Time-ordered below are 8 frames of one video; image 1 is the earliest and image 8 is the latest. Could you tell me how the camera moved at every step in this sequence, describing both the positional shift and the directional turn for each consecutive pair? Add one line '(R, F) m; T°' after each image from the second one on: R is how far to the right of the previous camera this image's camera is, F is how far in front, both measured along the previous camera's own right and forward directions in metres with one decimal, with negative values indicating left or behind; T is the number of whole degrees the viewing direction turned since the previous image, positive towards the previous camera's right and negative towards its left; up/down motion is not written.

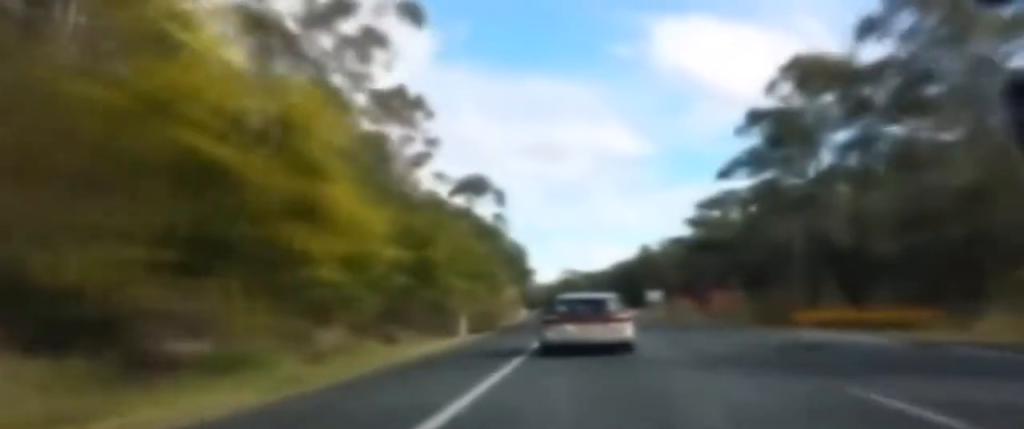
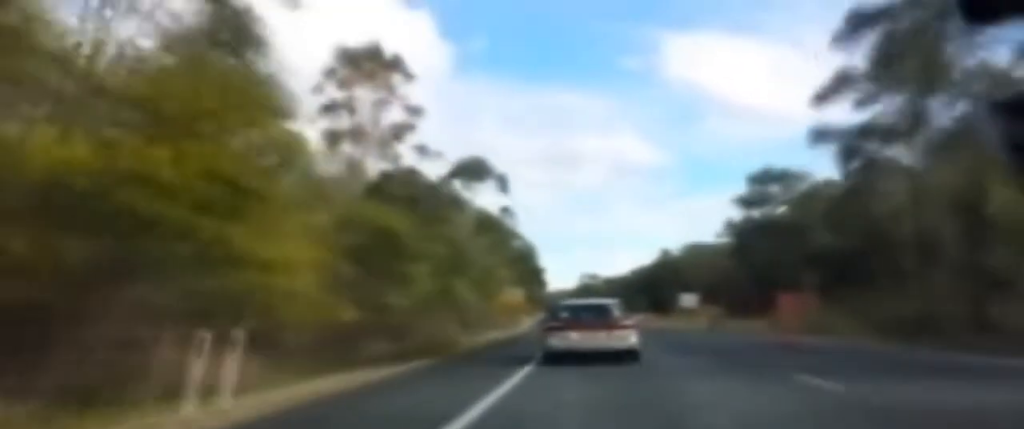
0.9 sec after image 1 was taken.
(-0.3, +19.6) m; 0°
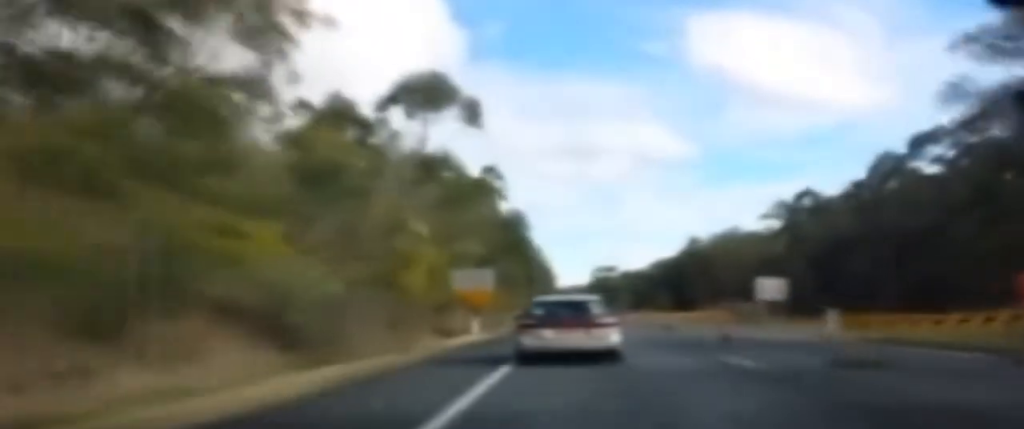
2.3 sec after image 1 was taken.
(+0.4, +31.5) m; +1°
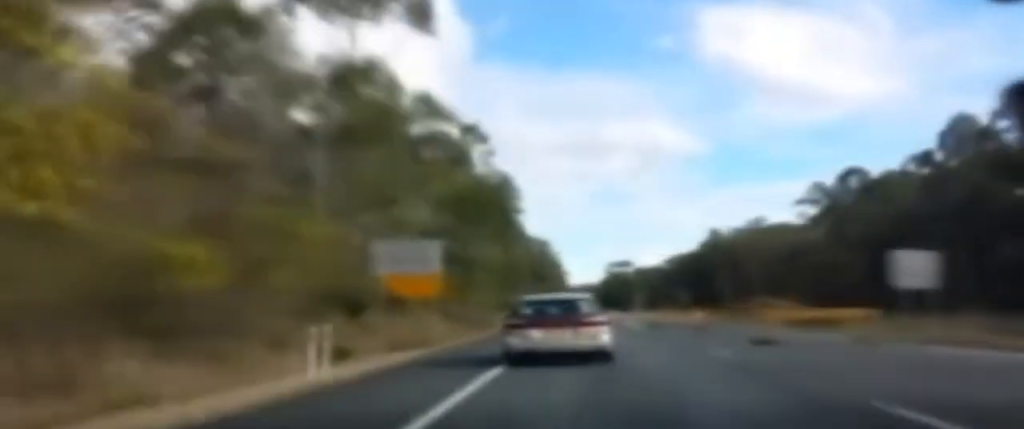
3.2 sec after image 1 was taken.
(+0.2, +21.0) m; -1°
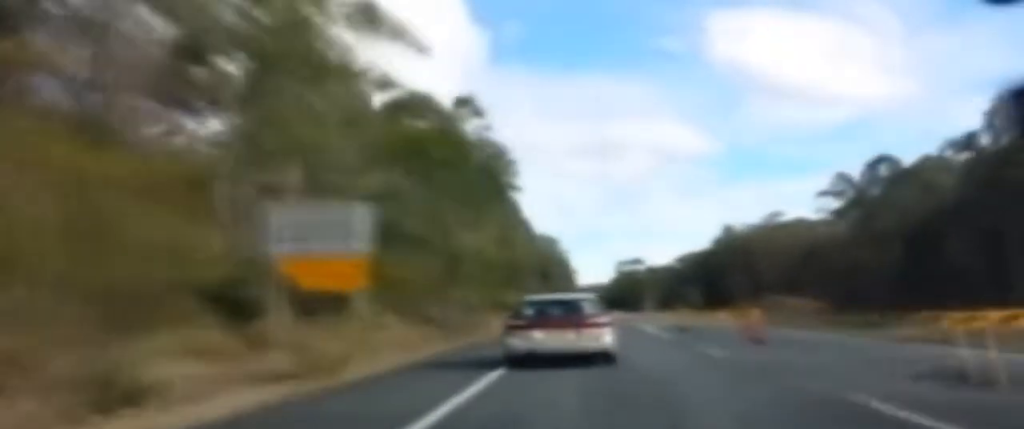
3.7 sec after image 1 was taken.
(+0.1, +11.3) m; -1°
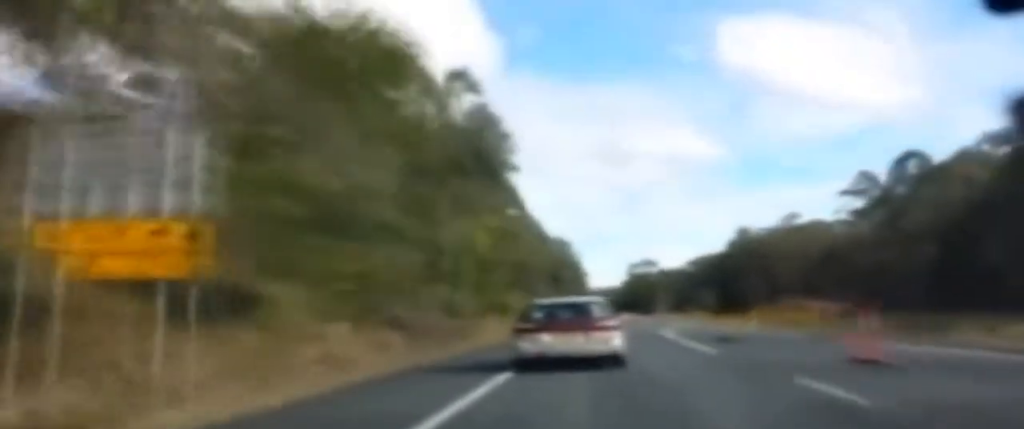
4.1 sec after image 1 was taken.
(-0.2, +9.0) m; -1°
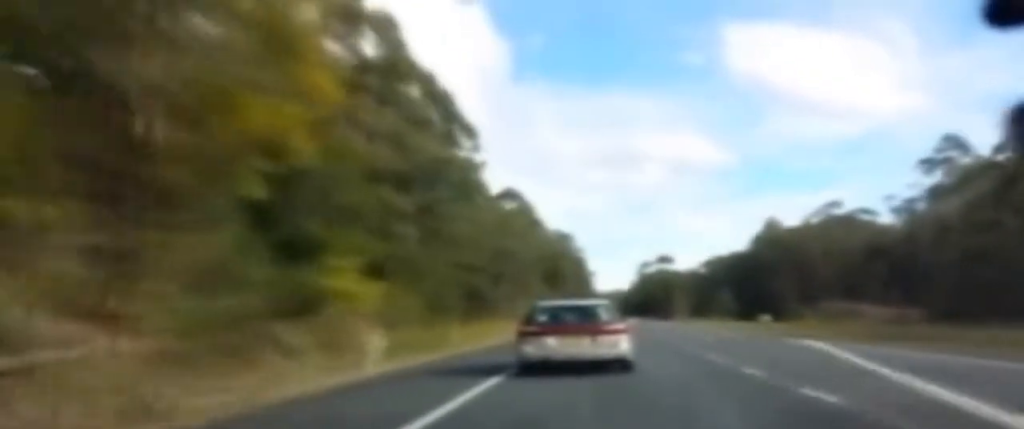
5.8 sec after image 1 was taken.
(-1.1, +37.2) m; -2°
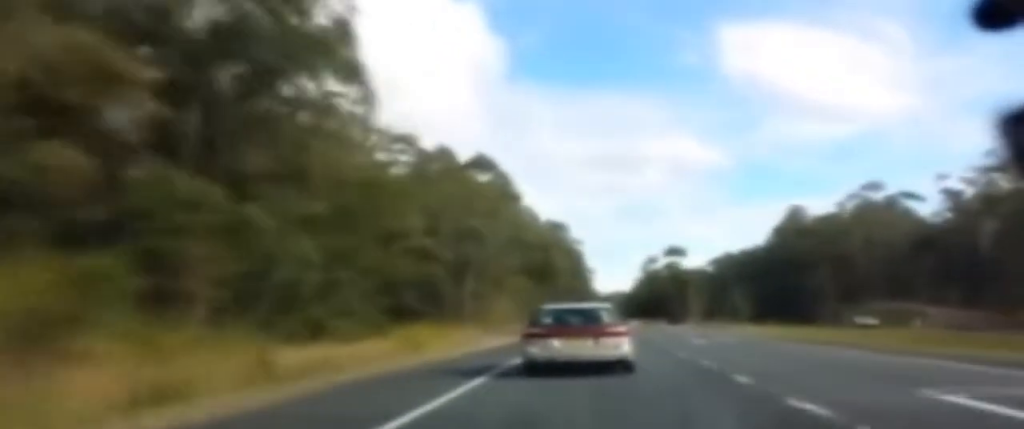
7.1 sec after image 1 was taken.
(+0.3, +28.9) m; +1°
